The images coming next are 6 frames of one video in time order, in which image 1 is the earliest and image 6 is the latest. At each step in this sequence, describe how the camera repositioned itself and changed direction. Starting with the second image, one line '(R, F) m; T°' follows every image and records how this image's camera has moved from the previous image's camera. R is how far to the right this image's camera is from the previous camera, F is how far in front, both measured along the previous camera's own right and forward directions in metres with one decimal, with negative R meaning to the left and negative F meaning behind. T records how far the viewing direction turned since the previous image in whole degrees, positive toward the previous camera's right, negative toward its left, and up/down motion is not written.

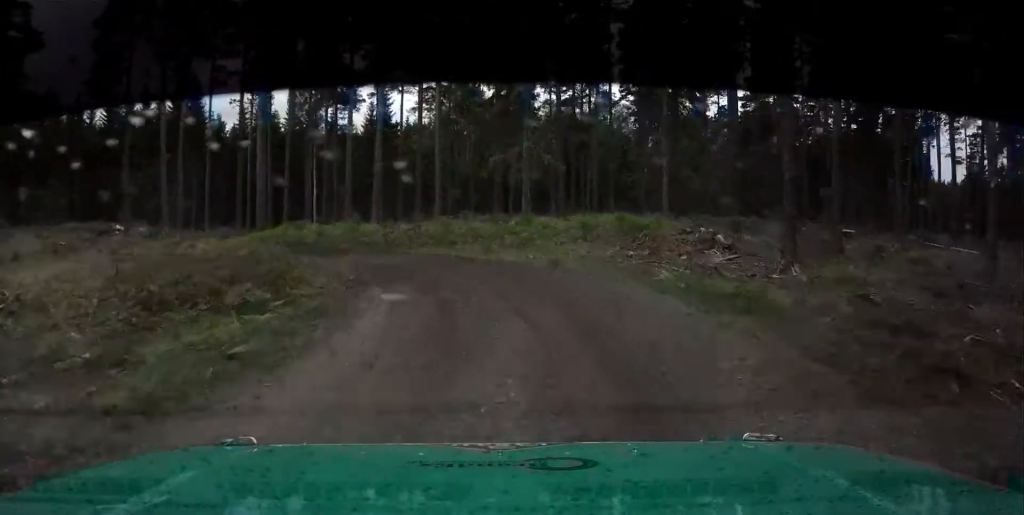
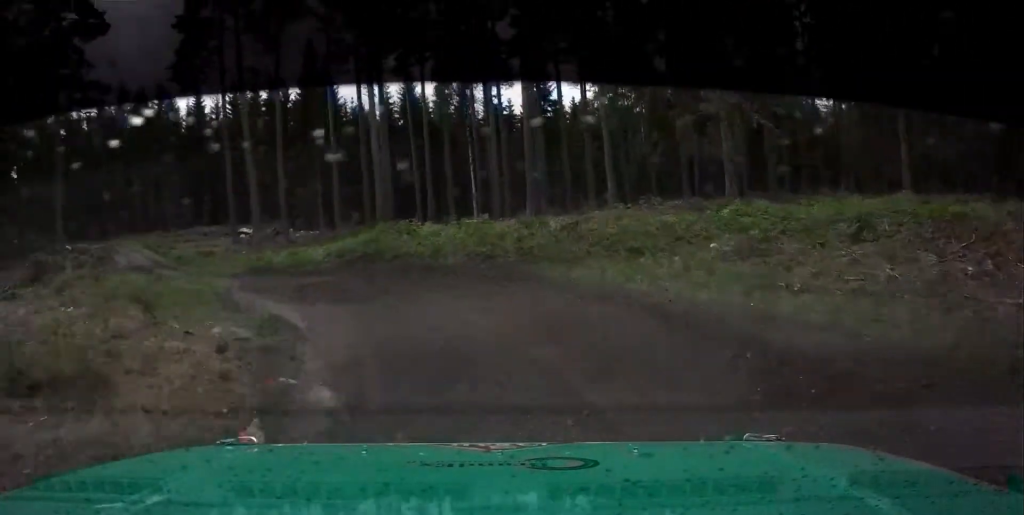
(+1.4, +13.2) m; -3°
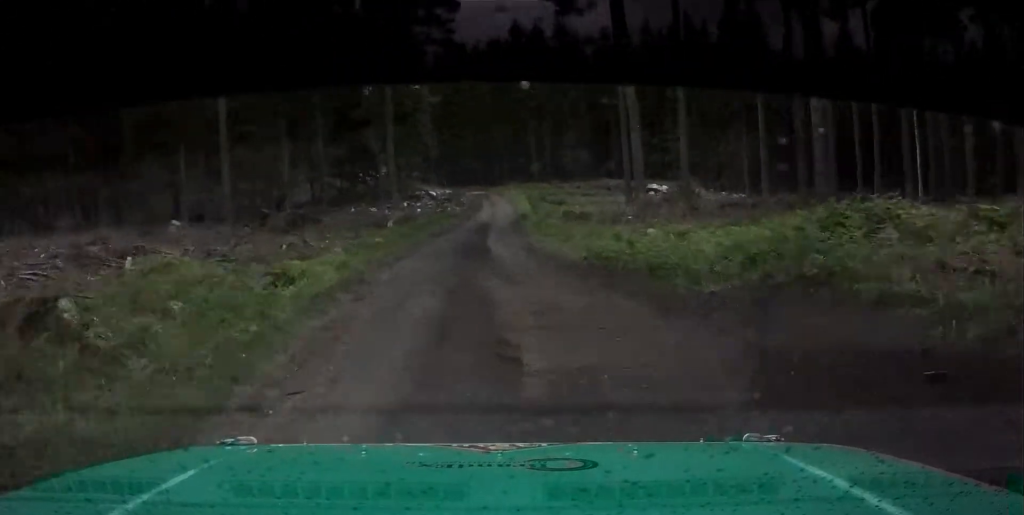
(-1.7, +14.2) m; -14°
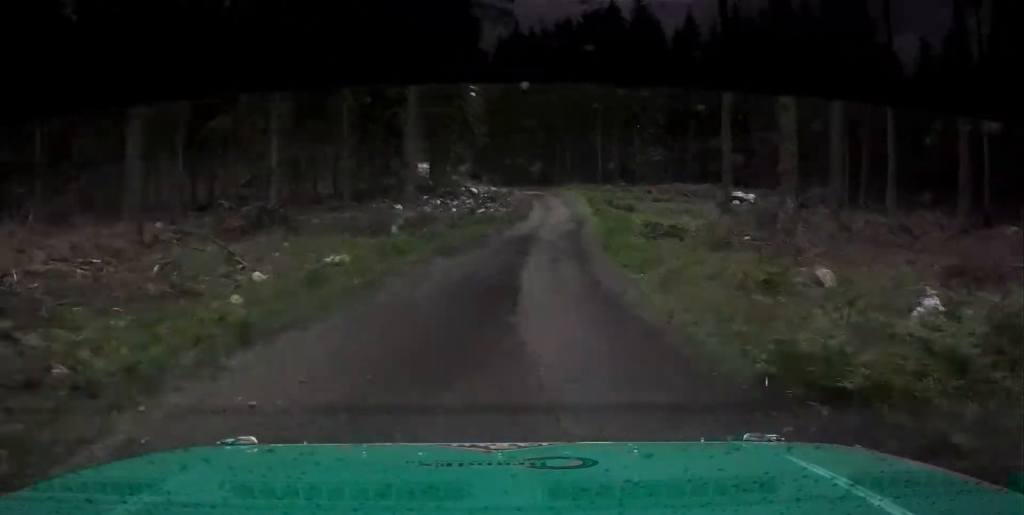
(-1.5, +12.1) m; -8°
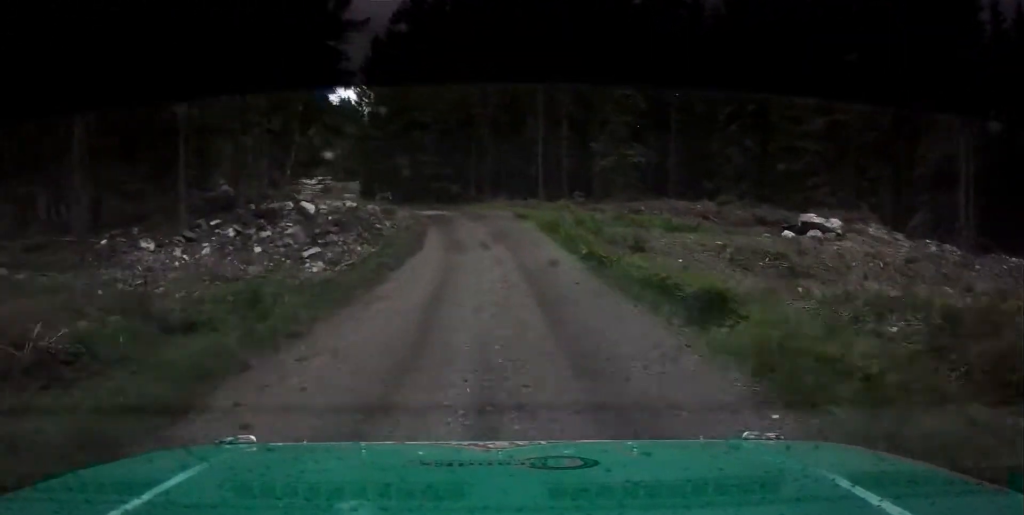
(-1.3, +26.3) m; -5°
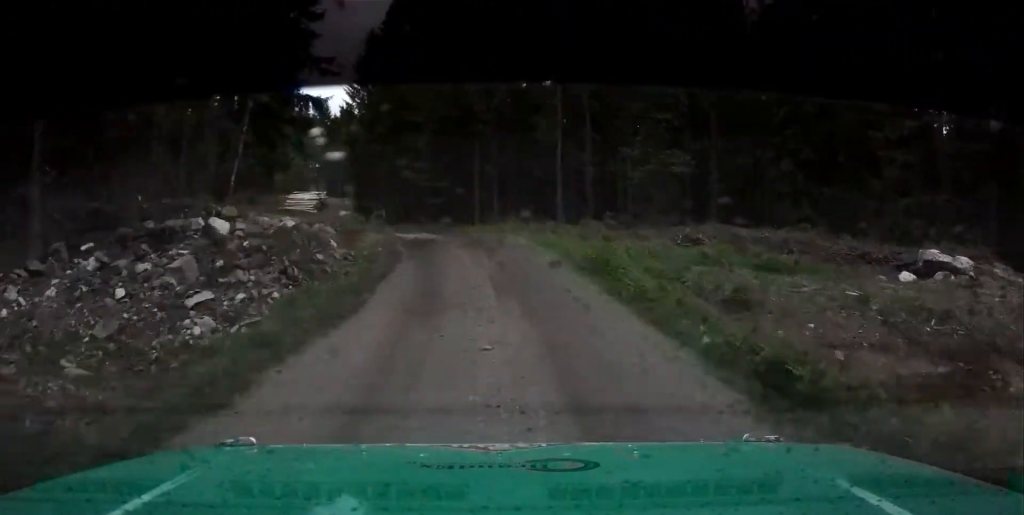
(-0.3, +9.6) m; -1°
